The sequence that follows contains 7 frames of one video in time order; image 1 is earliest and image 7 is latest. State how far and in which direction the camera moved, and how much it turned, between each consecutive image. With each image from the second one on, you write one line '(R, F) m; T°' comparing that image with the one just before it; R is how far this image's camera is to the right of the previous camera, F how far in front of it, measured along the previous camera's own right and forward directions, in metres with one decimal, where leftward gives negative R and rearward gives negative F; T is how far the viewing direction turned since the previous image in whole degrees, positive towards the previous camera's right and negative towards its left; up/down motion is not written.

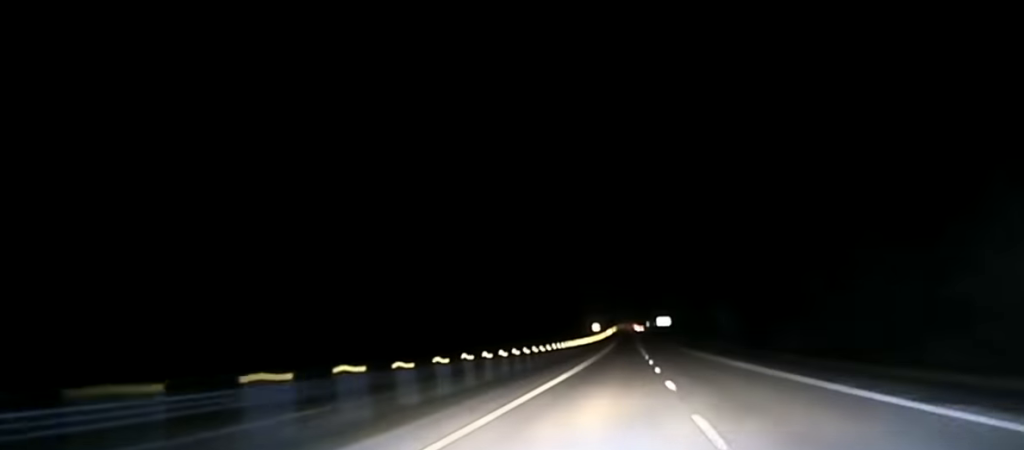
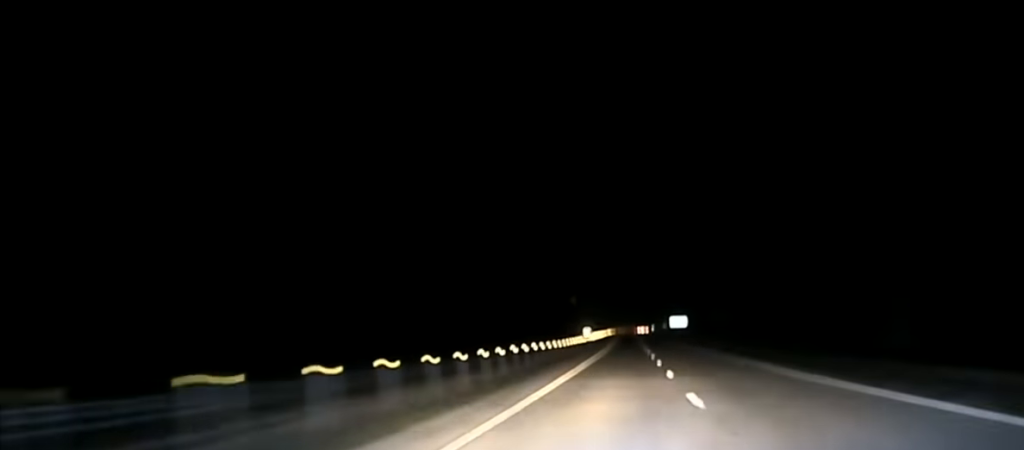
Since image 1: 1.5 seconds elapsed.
(+0.2, +102.1) m; 0°
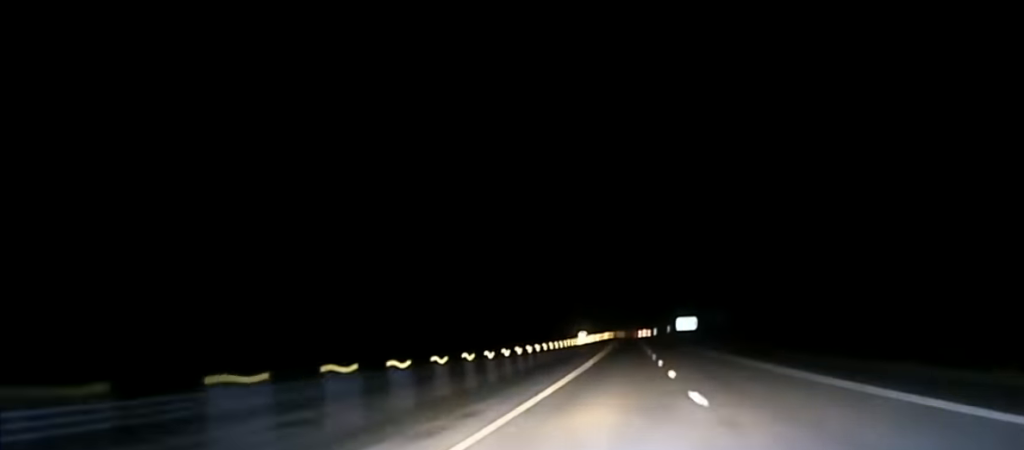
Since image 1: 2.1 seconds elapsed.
(-0.1, +35.7) m; 0°
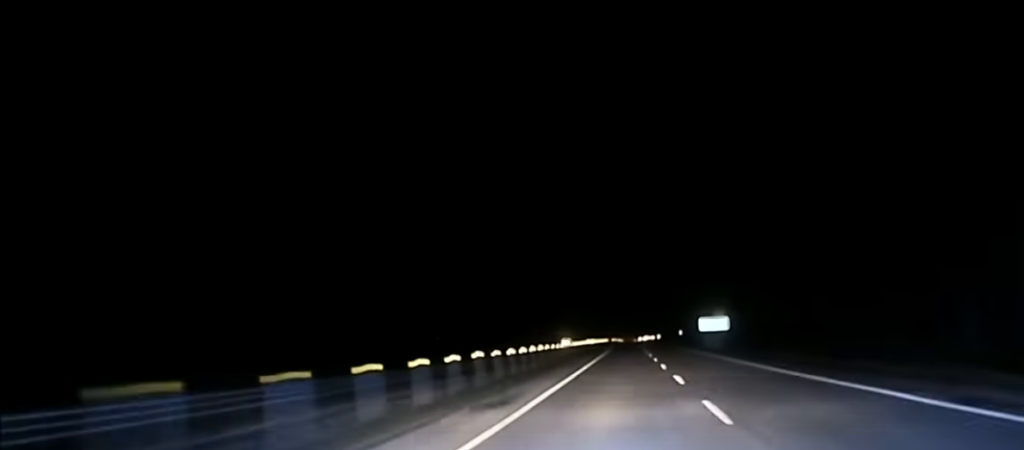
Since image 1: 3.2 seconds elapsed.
(-0.1, +76.0) m; 0°
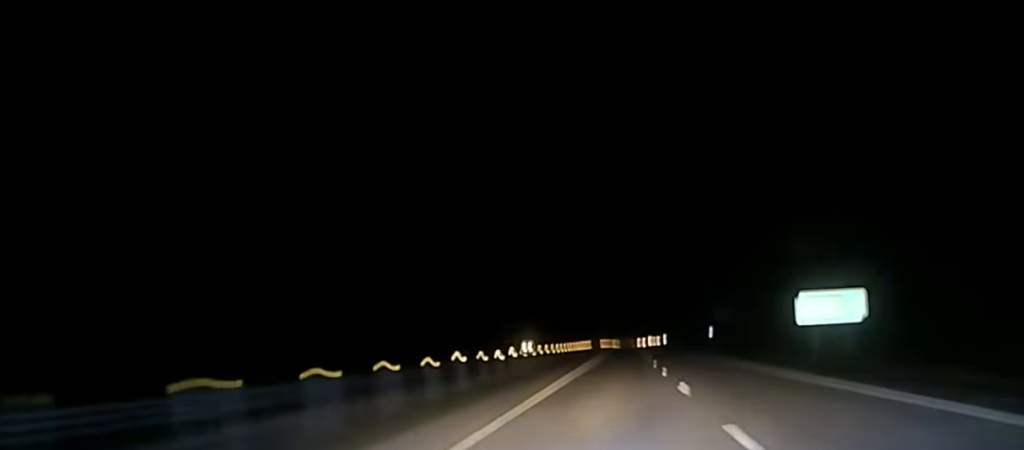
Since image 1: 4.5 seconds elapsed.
(+0.5, +89.7) m; 0°
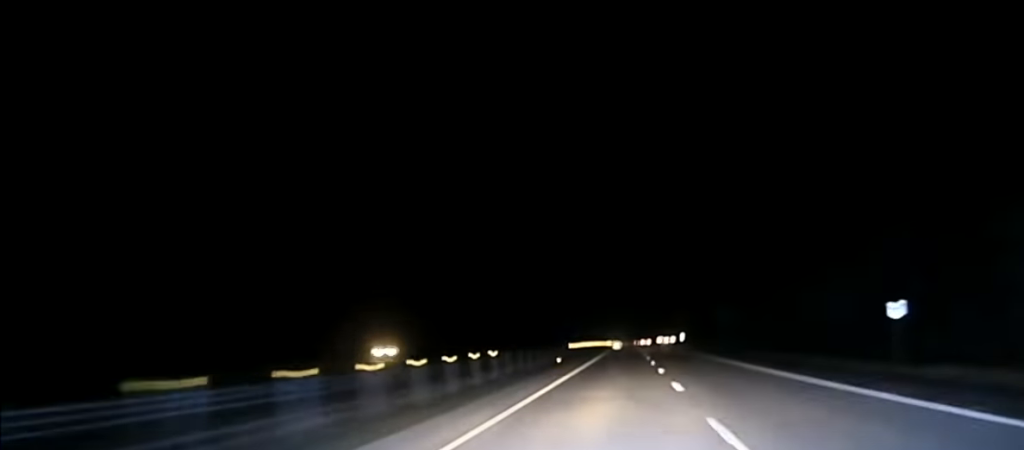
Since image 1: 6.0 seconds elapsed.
(-0.6, +97.1) m; 0°
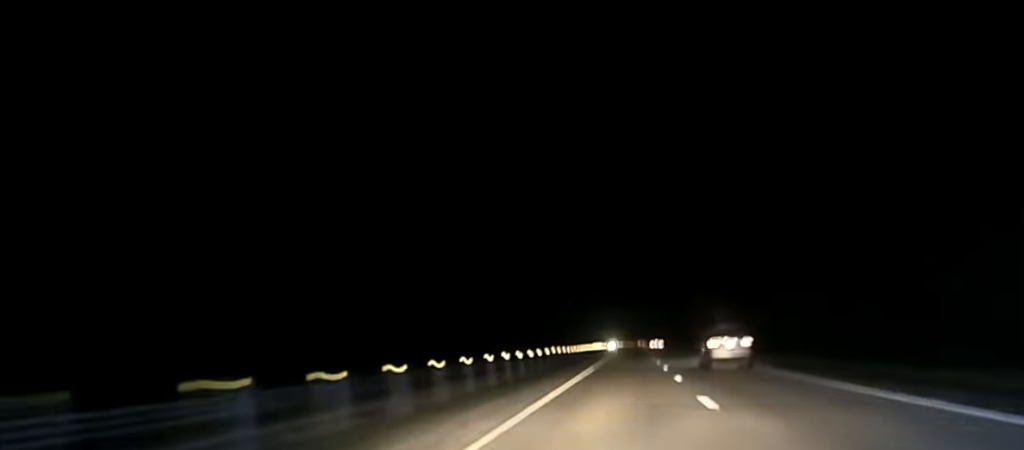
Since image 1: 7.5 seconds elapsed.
(+0.1, +105.1) m; 0°
